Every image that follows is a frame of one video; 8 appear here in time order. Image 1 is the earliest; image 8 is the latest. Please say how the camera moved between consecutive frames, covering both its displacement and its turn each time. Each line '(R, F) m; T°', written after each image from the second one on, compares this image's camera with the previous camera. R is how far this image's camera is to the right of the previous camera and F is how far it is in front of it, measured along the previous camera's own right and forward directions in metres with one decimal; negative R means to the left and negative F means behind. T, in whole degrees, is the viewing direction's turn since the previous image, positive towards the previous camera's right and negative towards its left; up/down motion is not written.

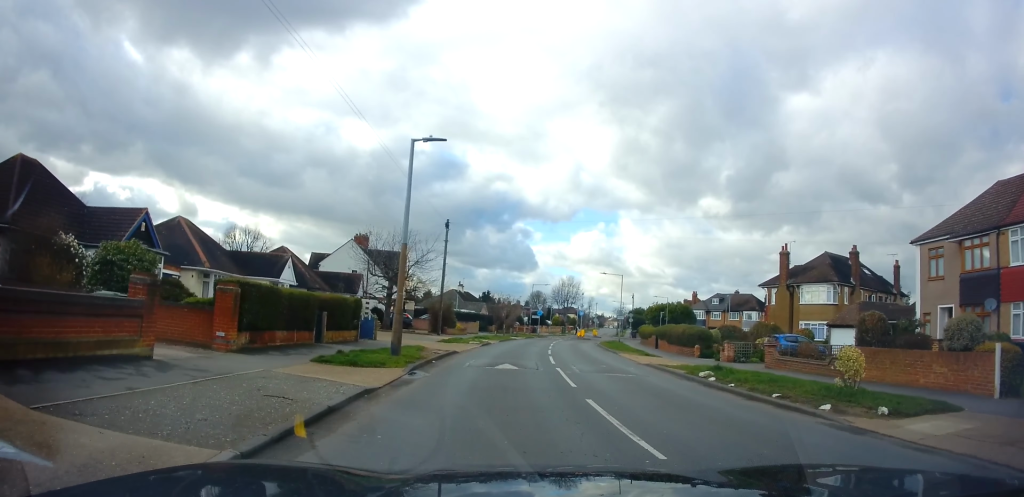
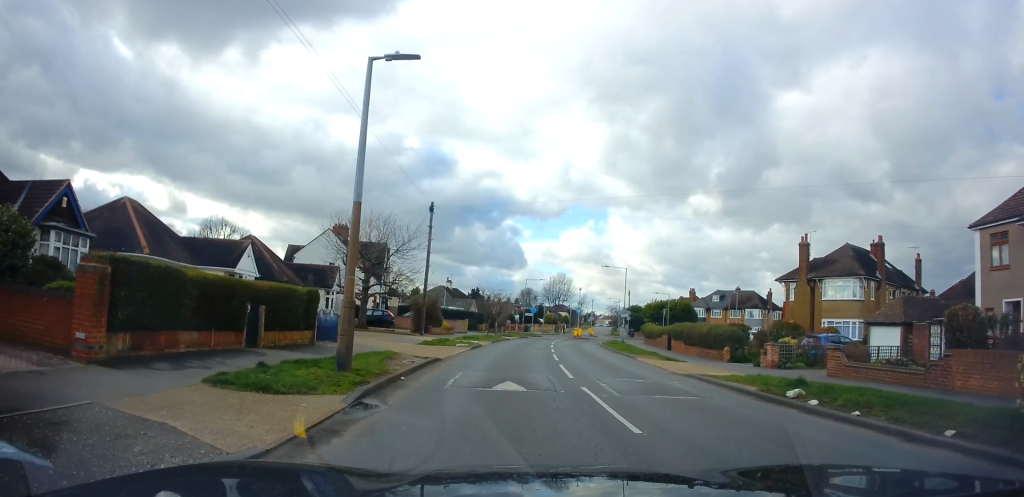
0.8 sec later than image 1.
(0.0, +4.8) m; 0°
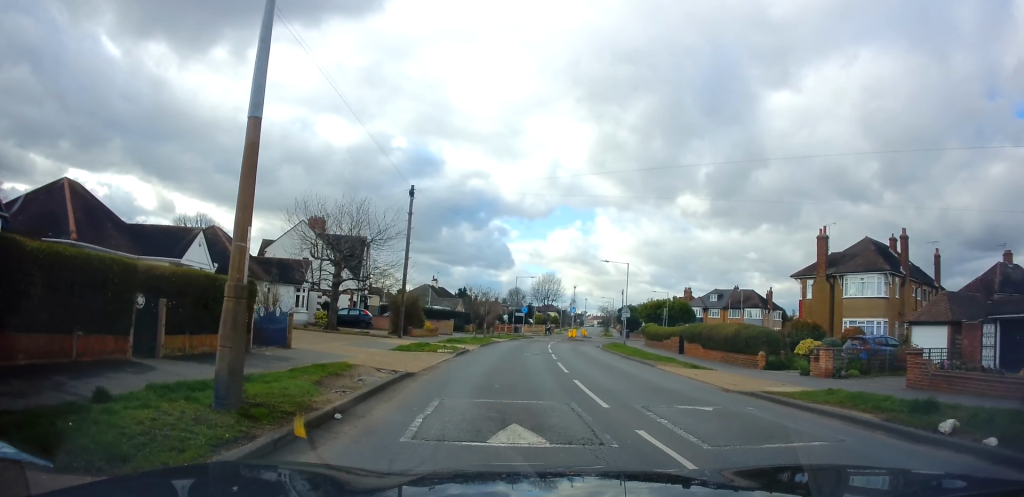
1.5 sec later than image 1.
(0.0, +4.3) m; 0°
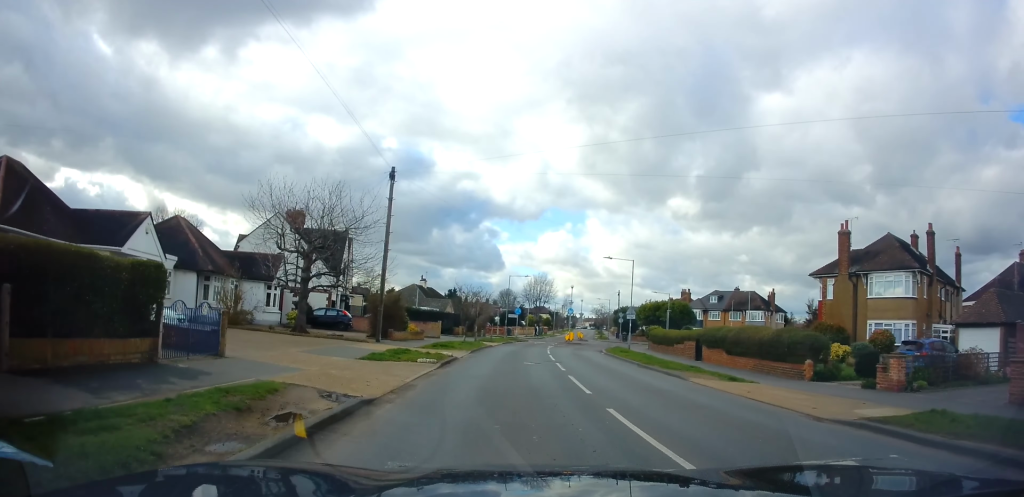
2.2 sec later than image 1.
(0.0, +3.8) m; +1°
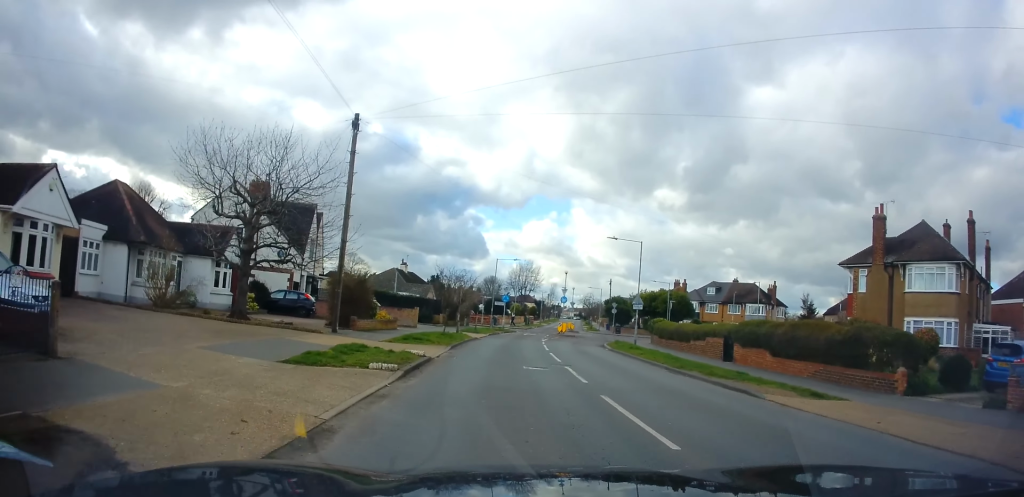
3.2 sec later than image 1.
(+0.1, +5.3) m; +5°
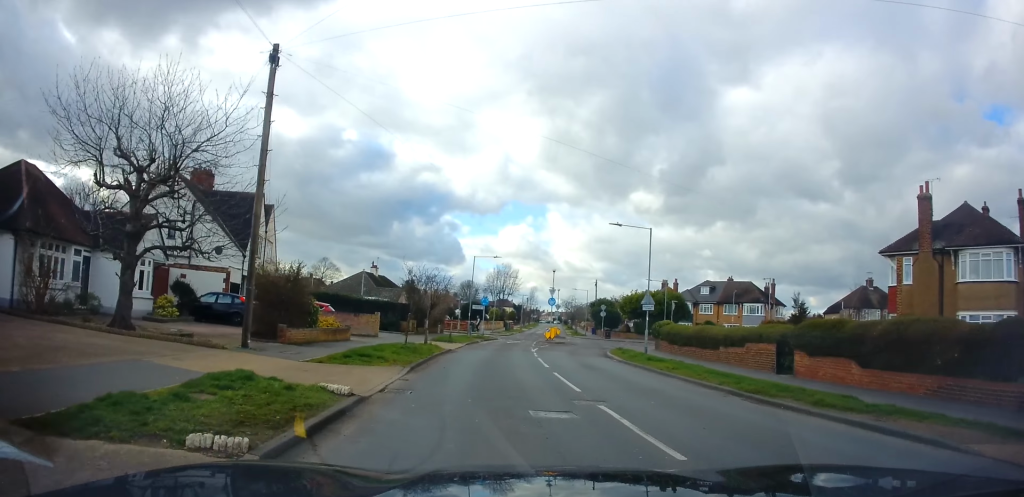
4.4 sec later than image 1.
(+0.3, +6.4) m; 0°
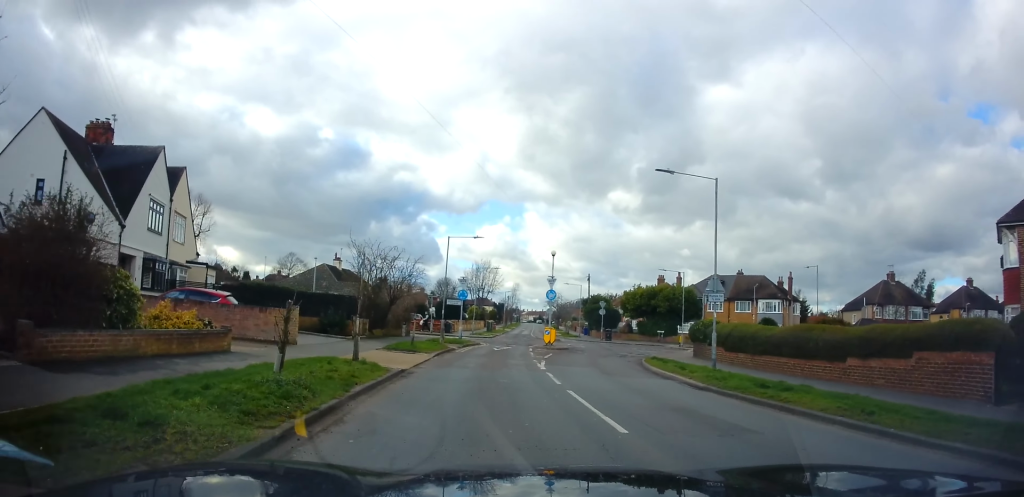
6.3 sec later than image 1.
(0.0, +10.0) m; -1°
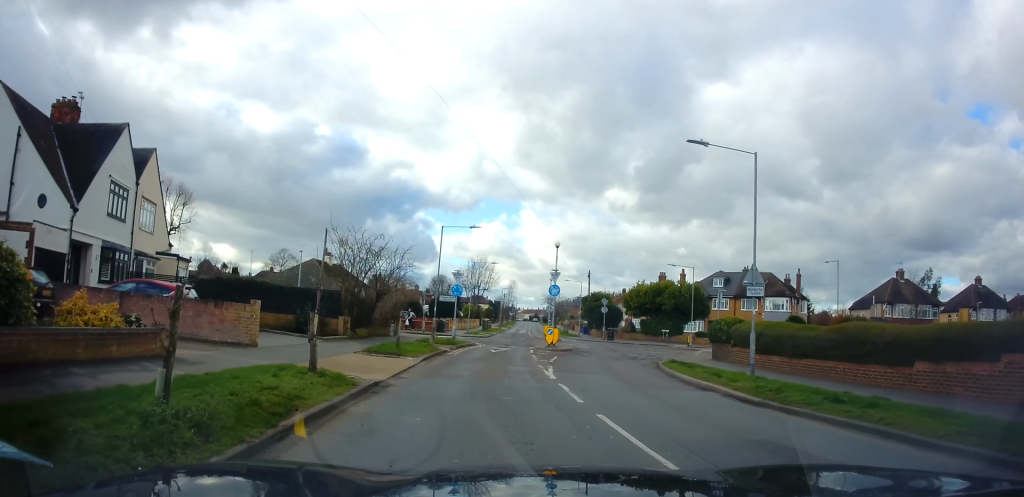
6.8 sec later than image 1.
(-0.3, +2.9) m; 0°
